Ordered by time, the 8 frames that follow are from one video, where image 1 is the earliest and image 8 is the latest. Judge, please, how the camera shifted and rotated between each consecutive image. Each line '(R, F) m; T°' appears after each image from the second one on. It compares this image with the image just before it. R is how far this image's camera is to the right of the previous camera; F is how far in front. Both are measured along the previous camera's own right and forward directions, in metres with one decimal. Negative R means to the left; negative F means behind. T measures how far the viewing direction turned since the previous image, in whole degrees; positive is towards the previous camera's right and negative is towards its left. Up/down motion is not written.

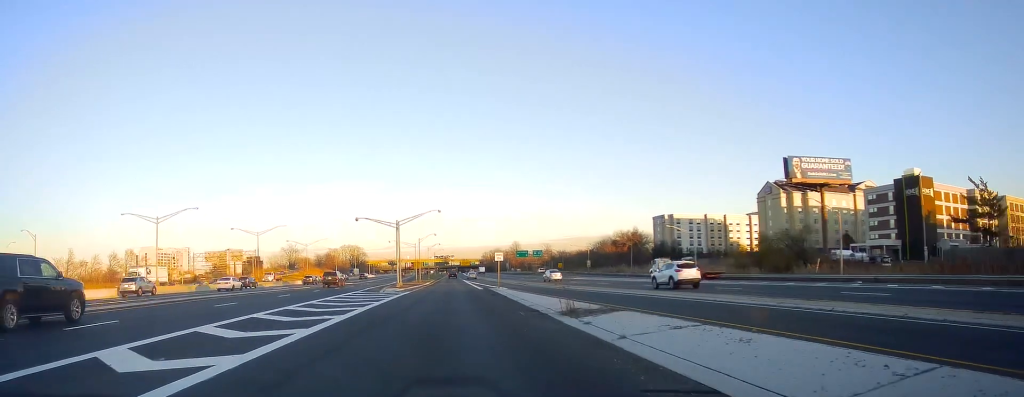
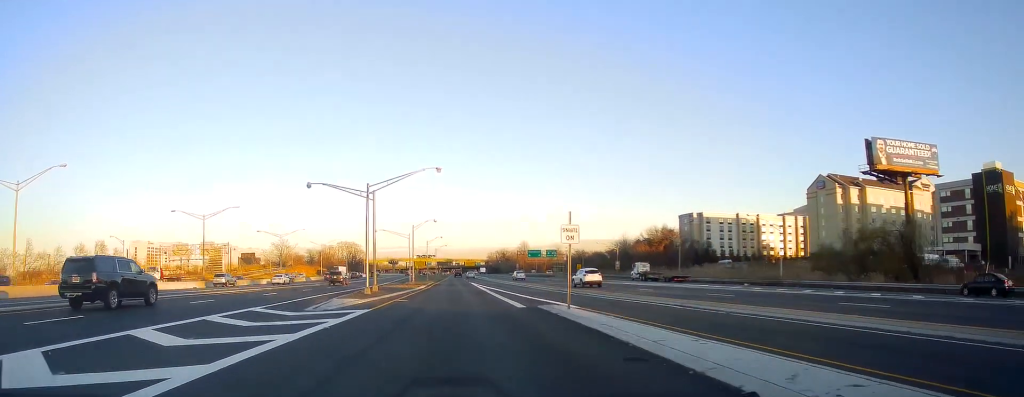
(0.0, +24.7) m; 0°
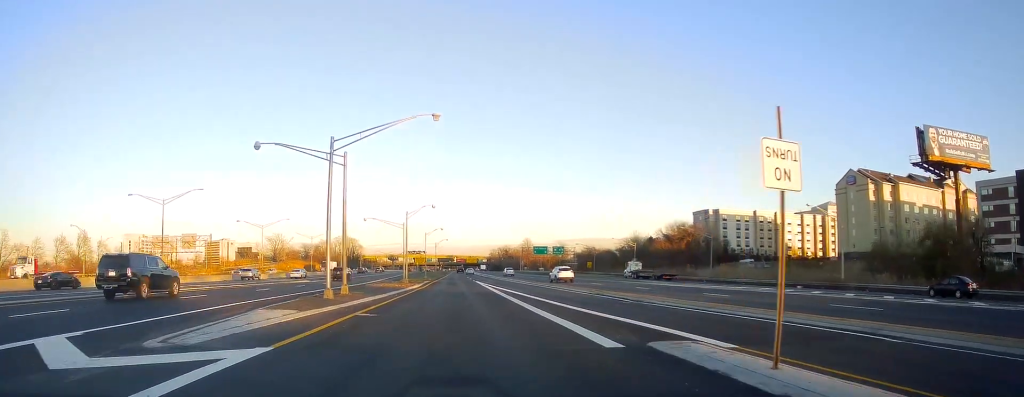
(0.0, +12.5) m; 0°
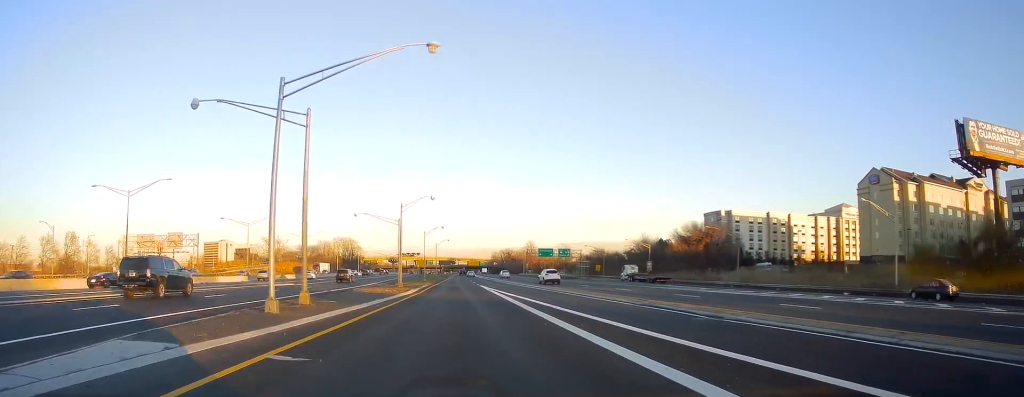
(0.0, +8.3) m; 0°
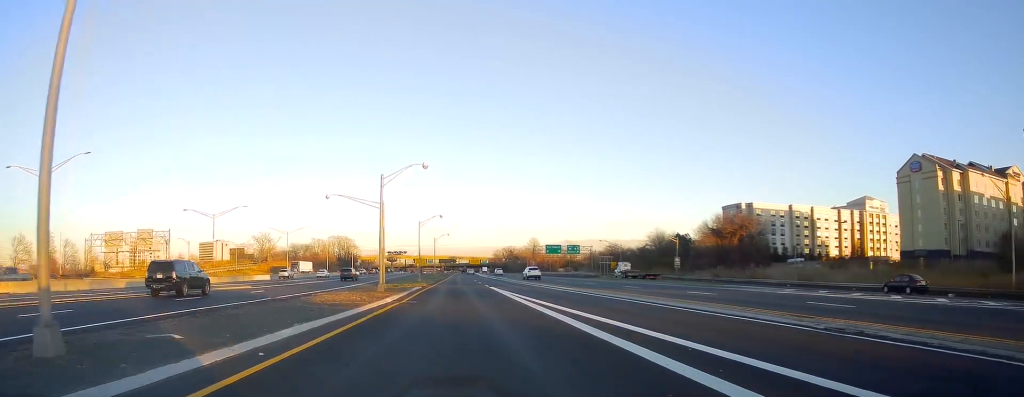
(0.0, +14.7) m; -2°
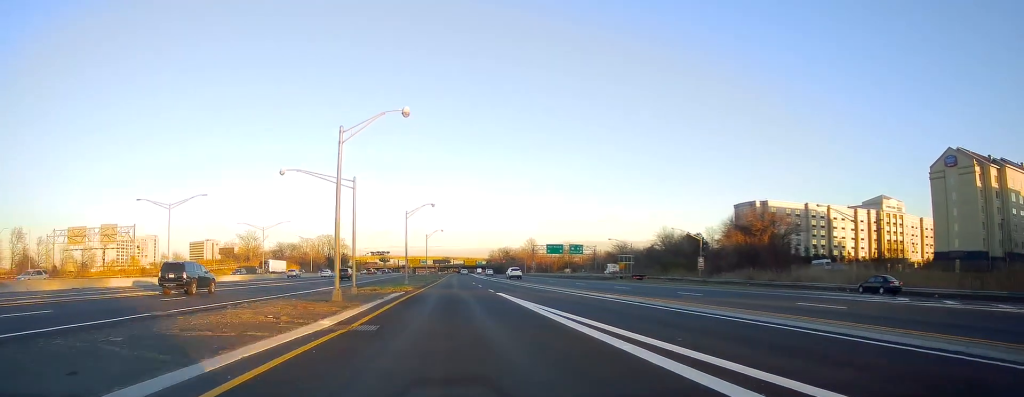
(-0.3, +12.0) m; 0°
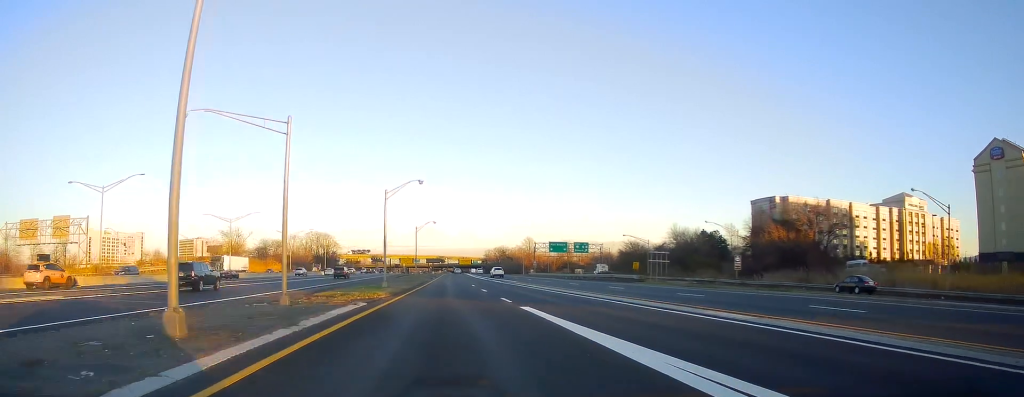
(0.0, +14.1) m; +1°
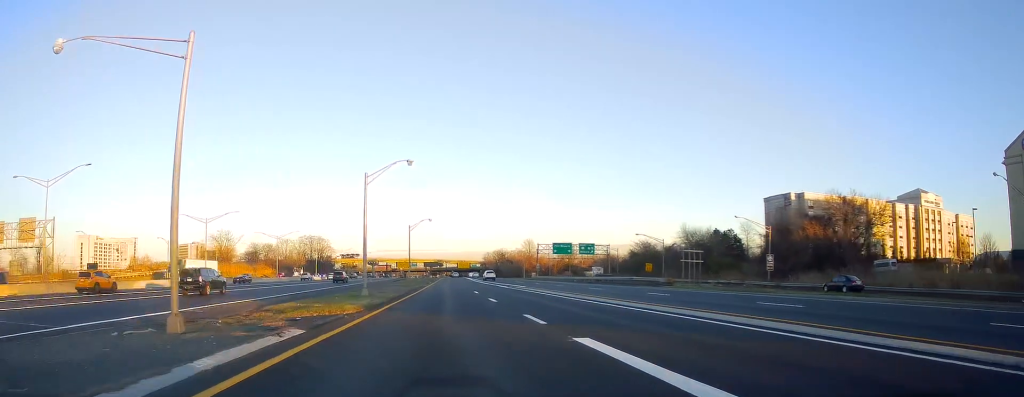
(+0.2, +9.2) m; +1°
